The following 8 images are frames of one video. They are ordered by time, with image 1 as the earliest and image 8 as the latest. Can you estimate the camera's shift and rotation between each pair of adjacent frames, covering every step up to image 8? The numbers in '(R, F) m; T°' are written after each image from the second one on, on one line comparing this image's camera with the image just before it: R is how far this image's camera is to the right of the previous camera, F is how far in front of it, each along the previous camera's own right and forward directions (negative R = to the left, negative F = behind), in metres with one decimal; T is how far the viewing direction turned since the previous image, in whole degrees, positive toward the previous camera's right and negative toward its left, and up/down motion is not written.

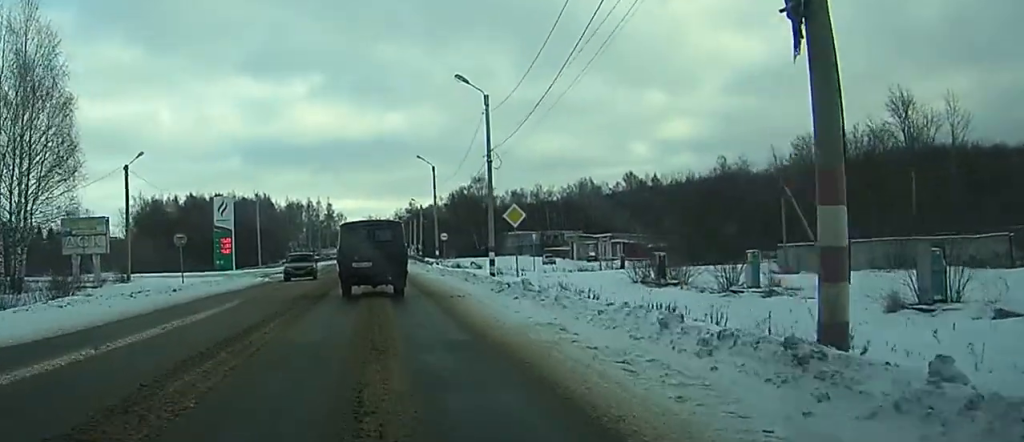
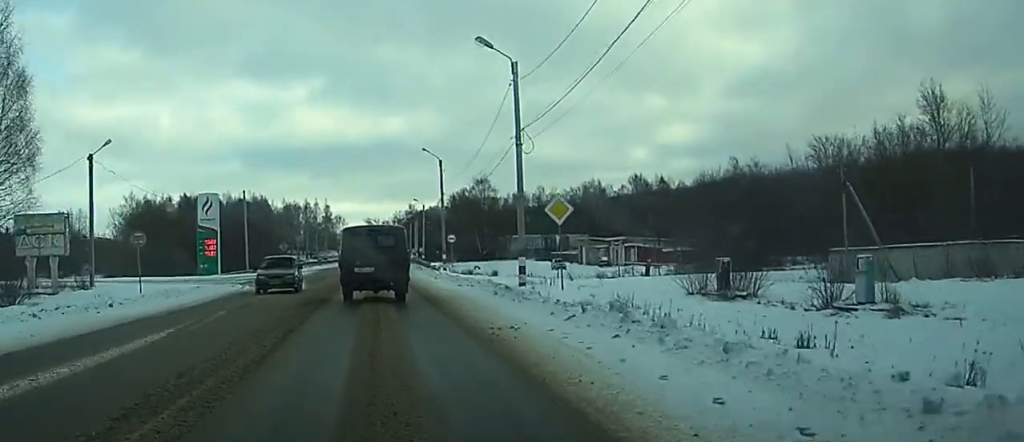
(0.0, +7.9) m; 0°
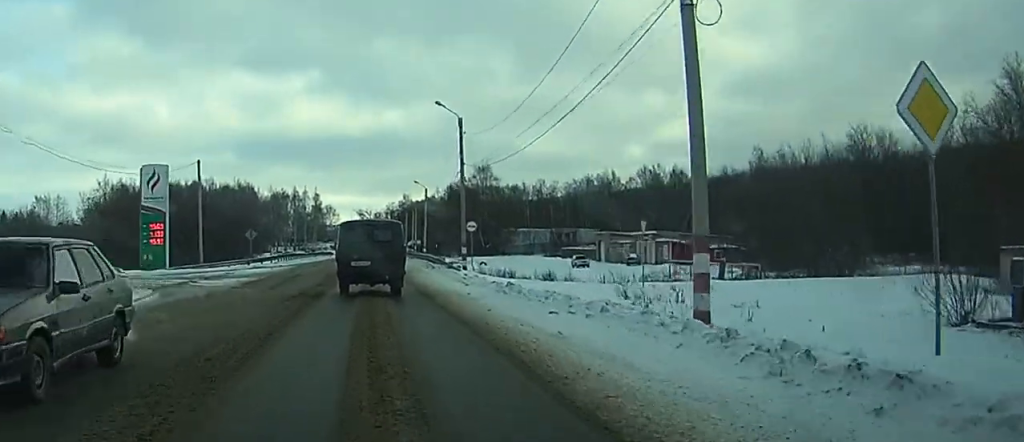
(-0.2, +18.3) m; -1°
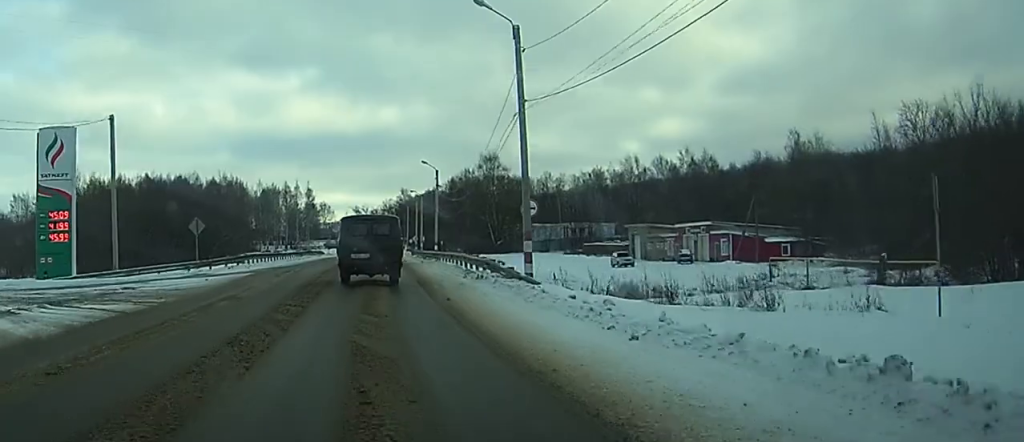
(-0.1, +20.4) m; +1°
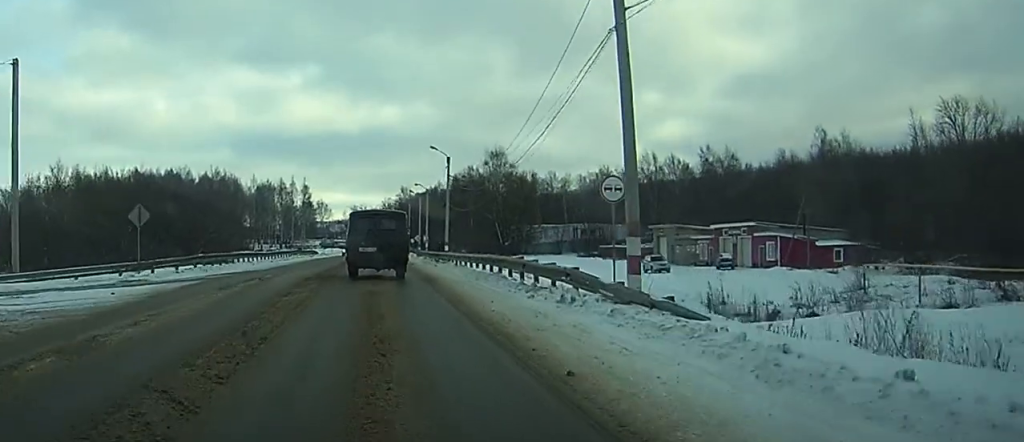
(+0.2, +11.8) m; +1°
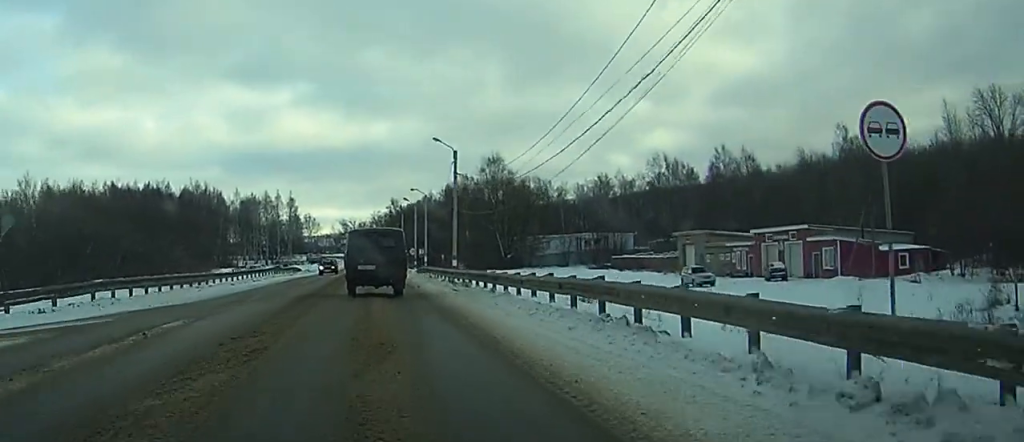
(0.0, +12.7) m; +1°
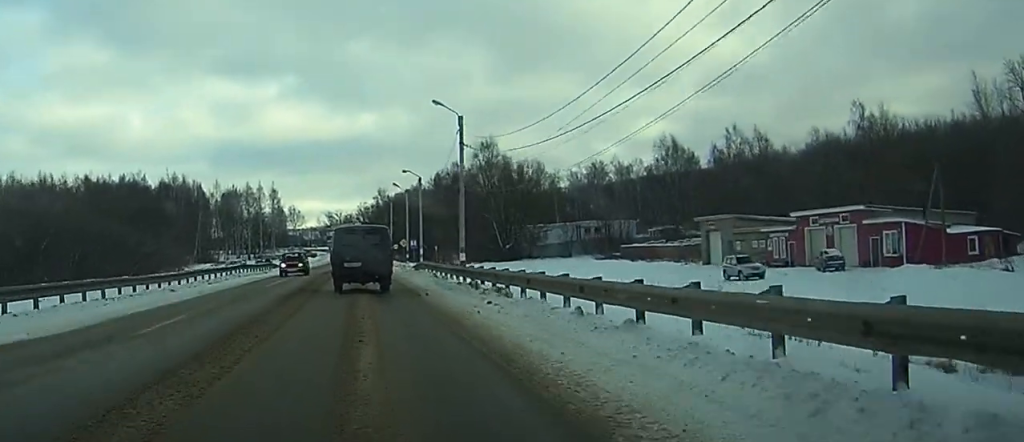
(+0.3, +11.1) m; +1°
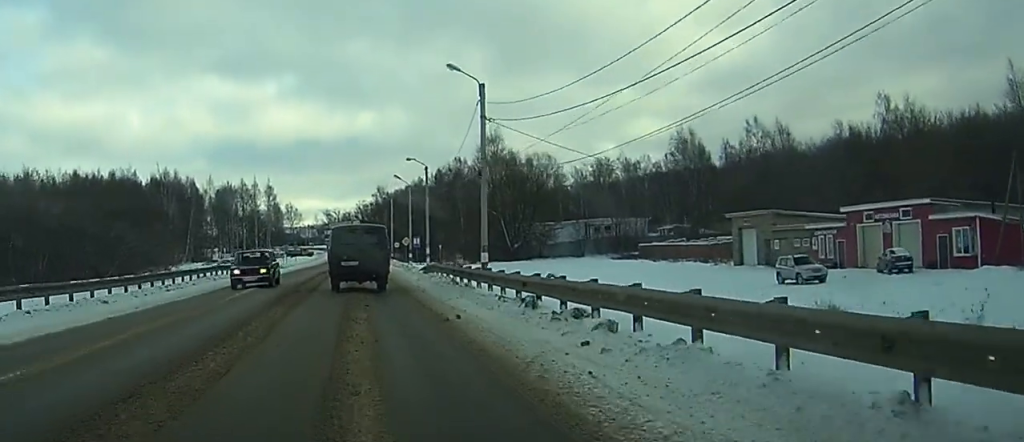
(0.0, +8.5) m; 0°
